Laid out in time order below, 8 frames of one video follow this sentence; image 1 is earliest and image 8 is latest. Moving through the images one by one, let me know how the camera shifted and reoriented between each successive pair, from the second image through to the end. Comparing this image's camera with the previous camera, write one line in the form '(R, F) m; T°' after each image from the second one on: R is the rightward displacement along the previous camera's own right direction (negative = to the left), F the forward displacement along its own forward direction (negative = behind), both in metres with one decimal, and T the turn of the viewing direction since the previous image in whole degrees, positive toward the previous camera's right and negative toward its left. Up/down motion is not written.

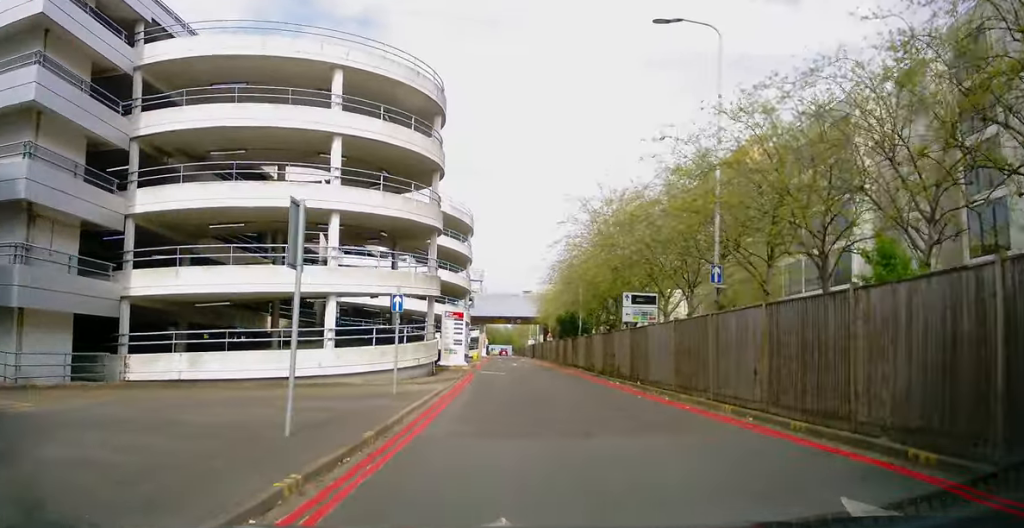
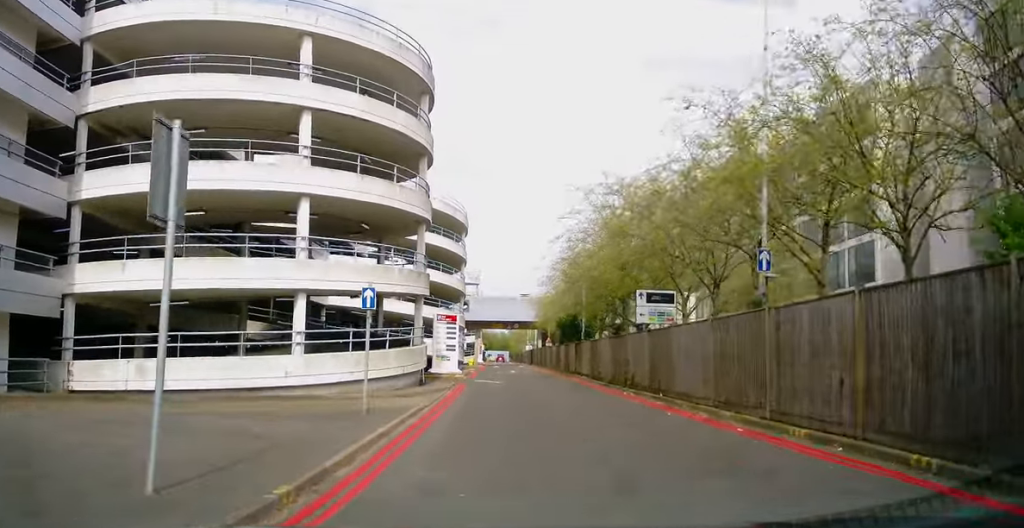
(+0.1, +3.2) m; +1°
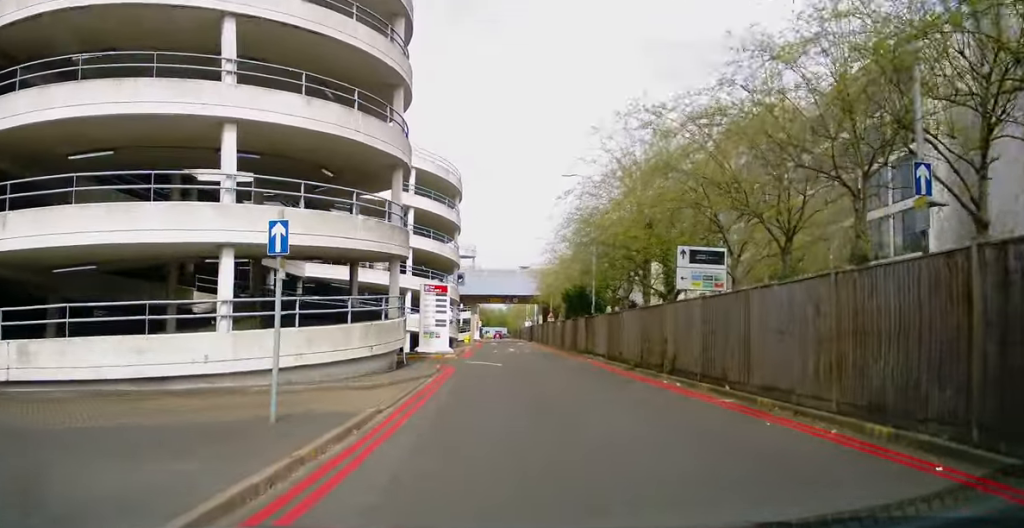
(0.0, +5.6) m; +1°
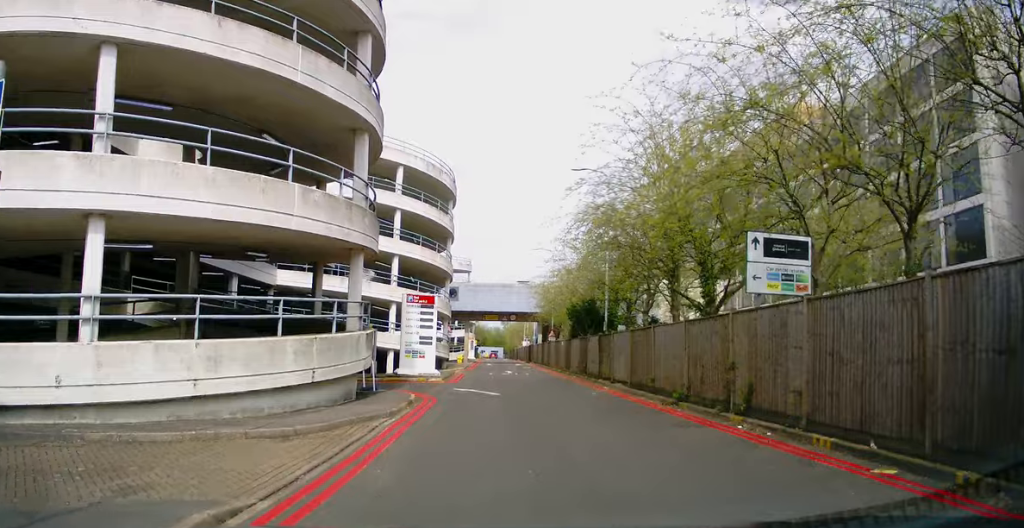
(+0.1, +5.6) m; +1°
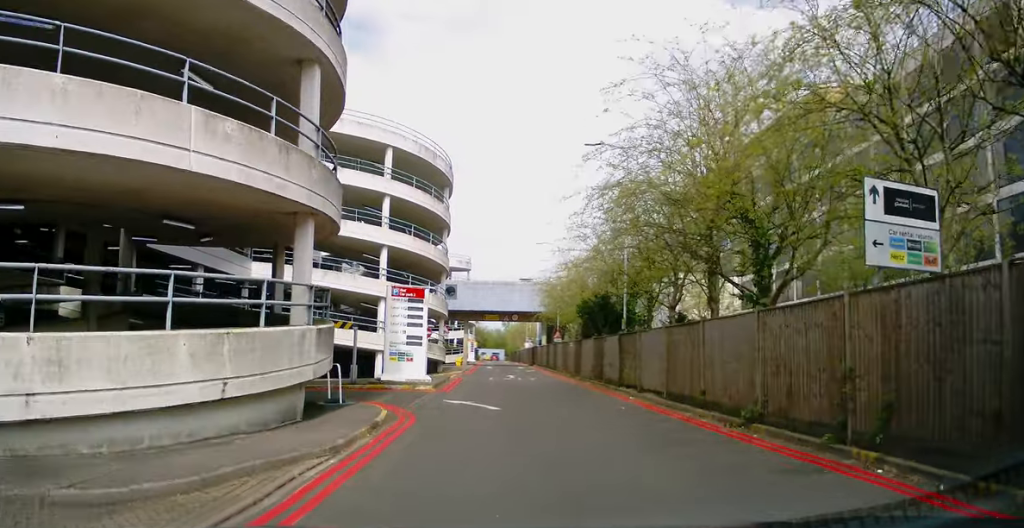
(+0.1, +4.5) m; 0°
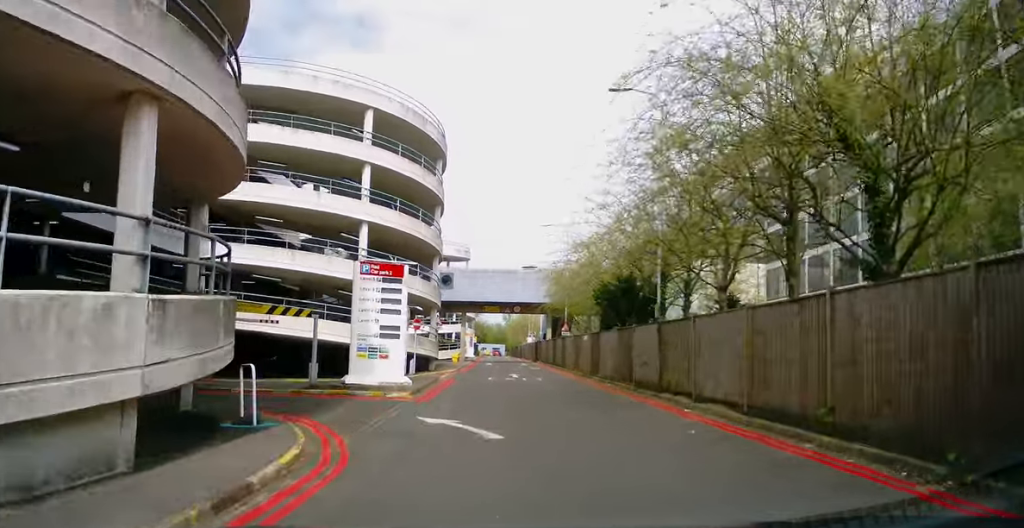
(-0.1, +5.5) m; 0°
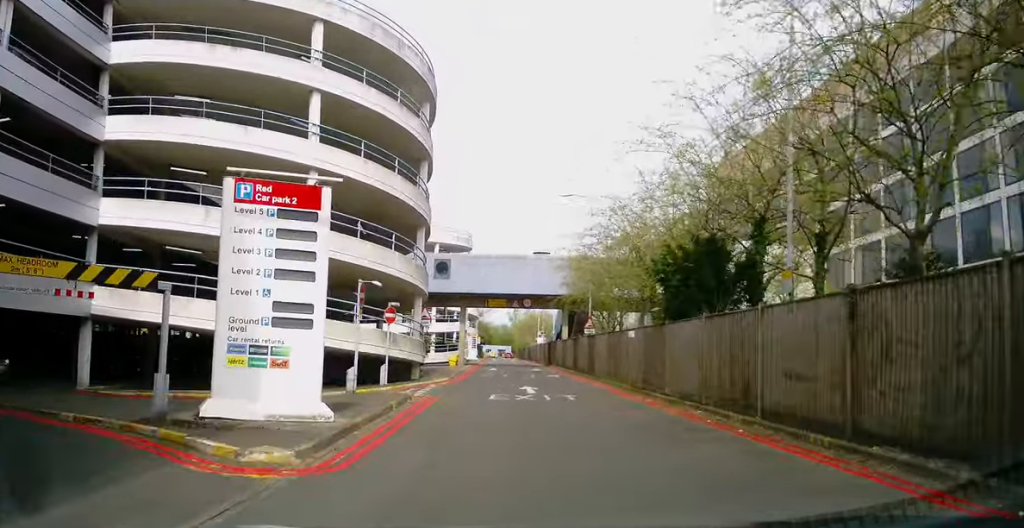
(0.0, +9.2) m; -2°
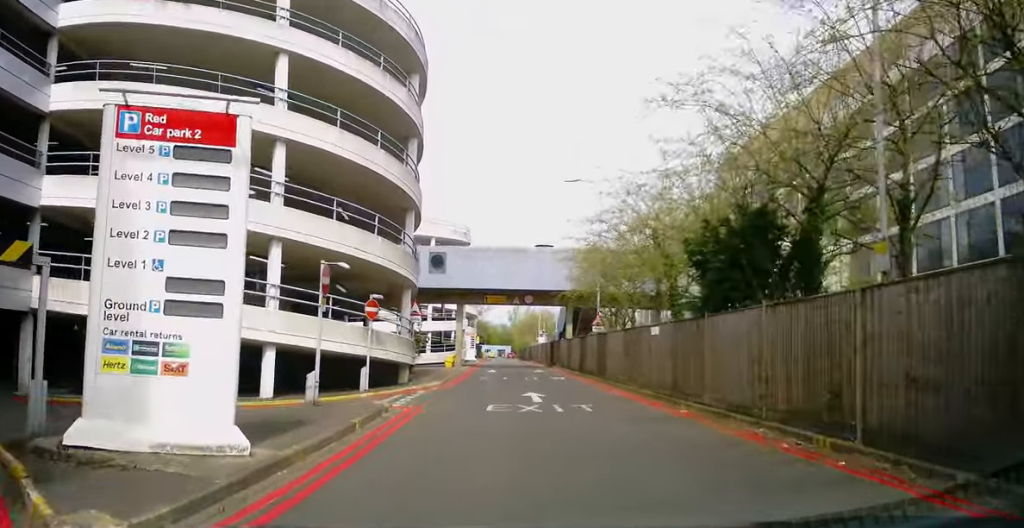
(0.0, +3.2) m; 0°
